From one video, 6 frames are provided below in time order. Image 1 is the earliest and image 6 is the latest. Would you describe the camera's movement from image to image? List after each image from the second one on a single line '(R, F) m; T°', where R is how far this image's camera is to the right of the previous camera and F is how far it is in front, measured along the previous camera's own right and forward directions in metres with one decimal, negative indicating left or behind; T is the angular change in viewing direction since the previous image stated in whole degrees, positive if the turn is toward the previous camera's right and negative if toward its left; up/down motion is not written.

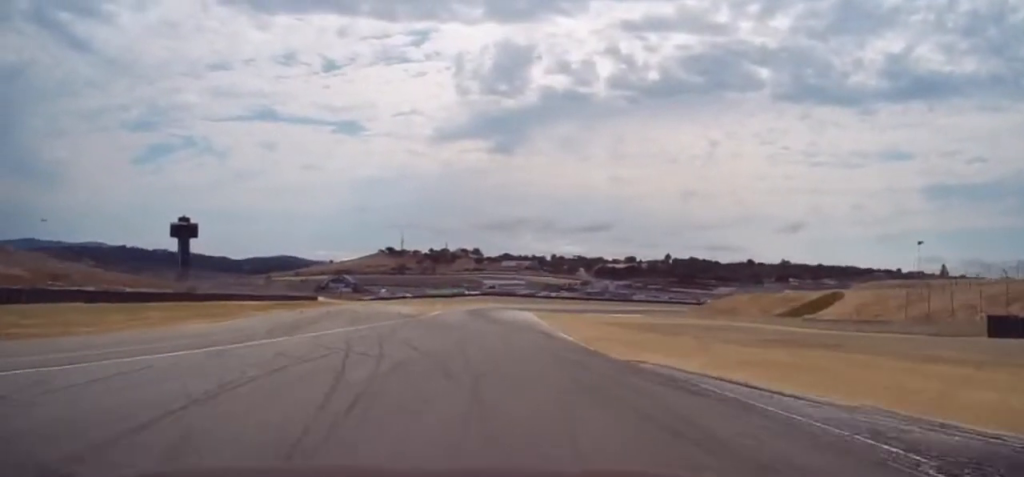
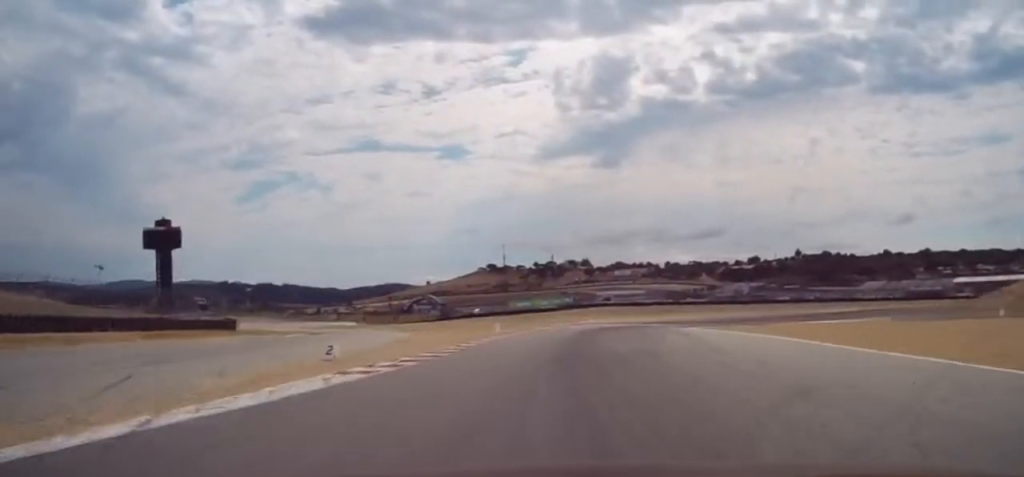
(-9.0, +70.1) m; -11°
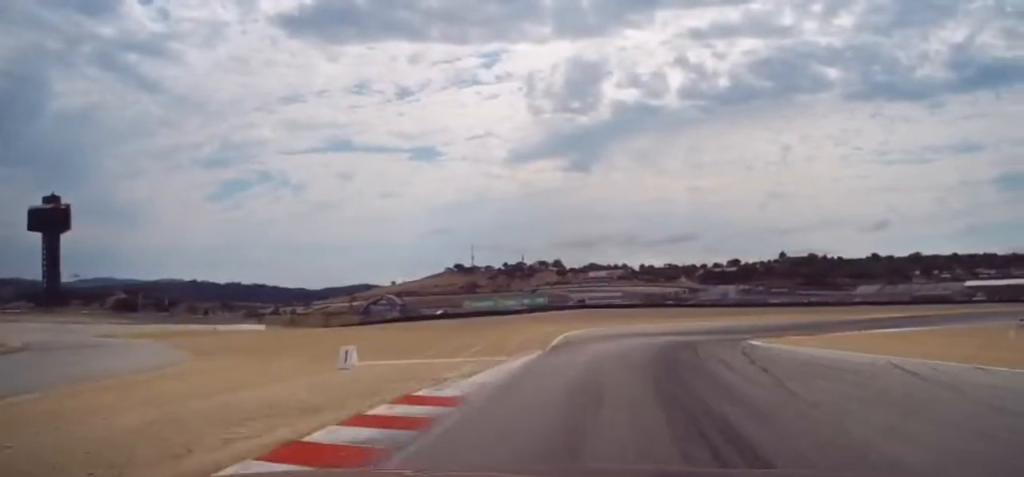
(+0.8, +31.0) m; +5°
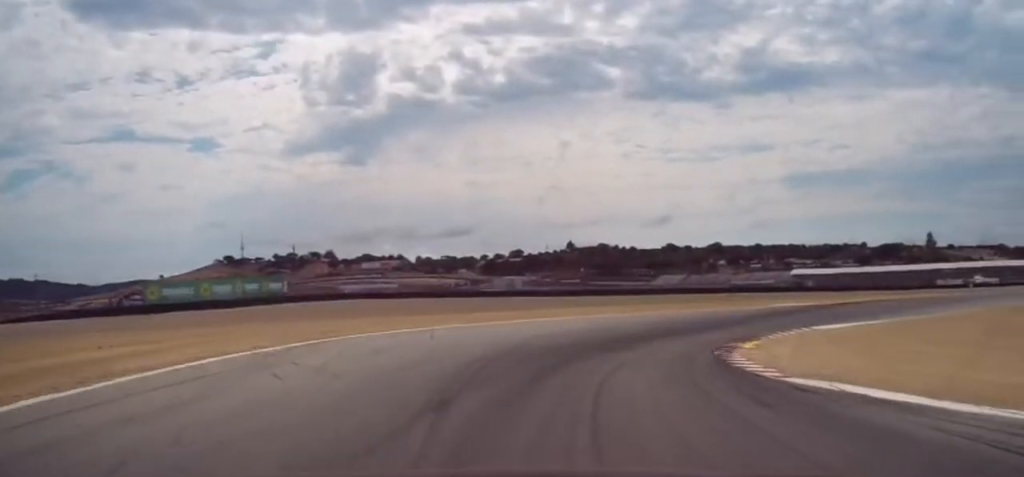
(+4.1, +35.4) m; +17°
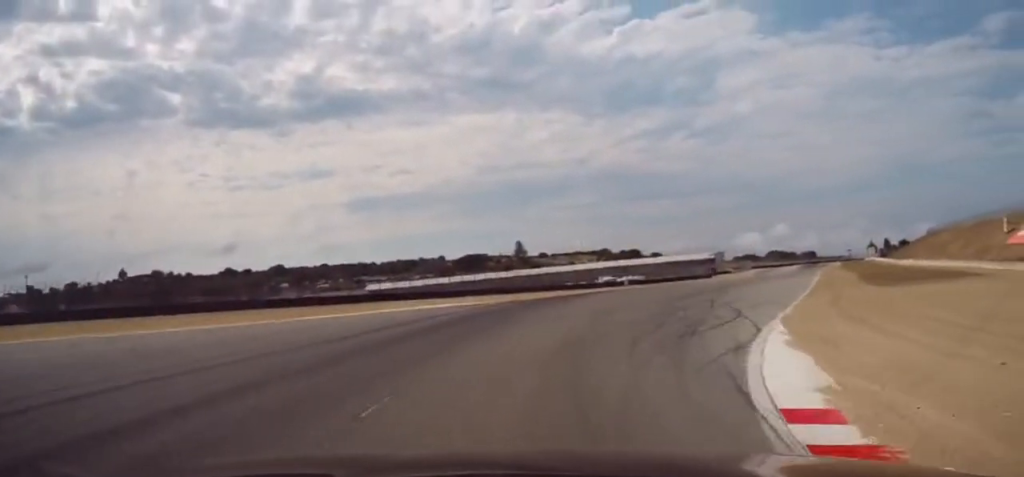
(+13.9, +43.0) m; +37°
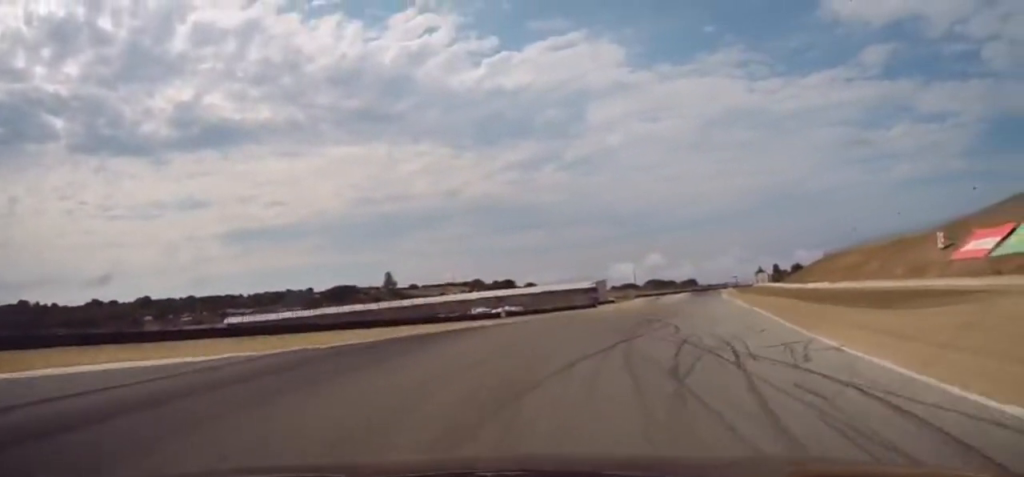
(+1.7, +14.9) m; +8°
